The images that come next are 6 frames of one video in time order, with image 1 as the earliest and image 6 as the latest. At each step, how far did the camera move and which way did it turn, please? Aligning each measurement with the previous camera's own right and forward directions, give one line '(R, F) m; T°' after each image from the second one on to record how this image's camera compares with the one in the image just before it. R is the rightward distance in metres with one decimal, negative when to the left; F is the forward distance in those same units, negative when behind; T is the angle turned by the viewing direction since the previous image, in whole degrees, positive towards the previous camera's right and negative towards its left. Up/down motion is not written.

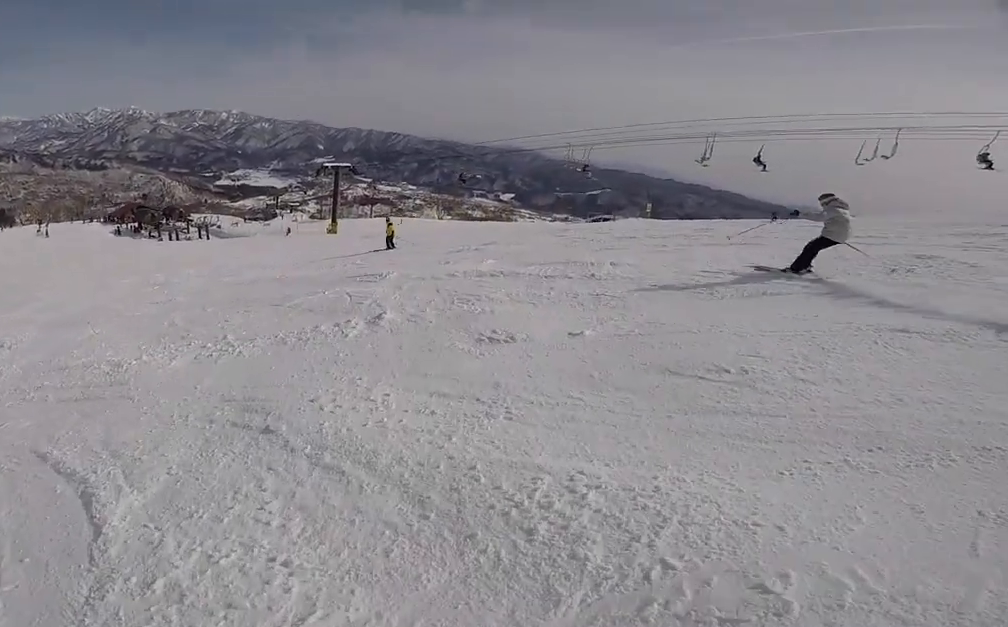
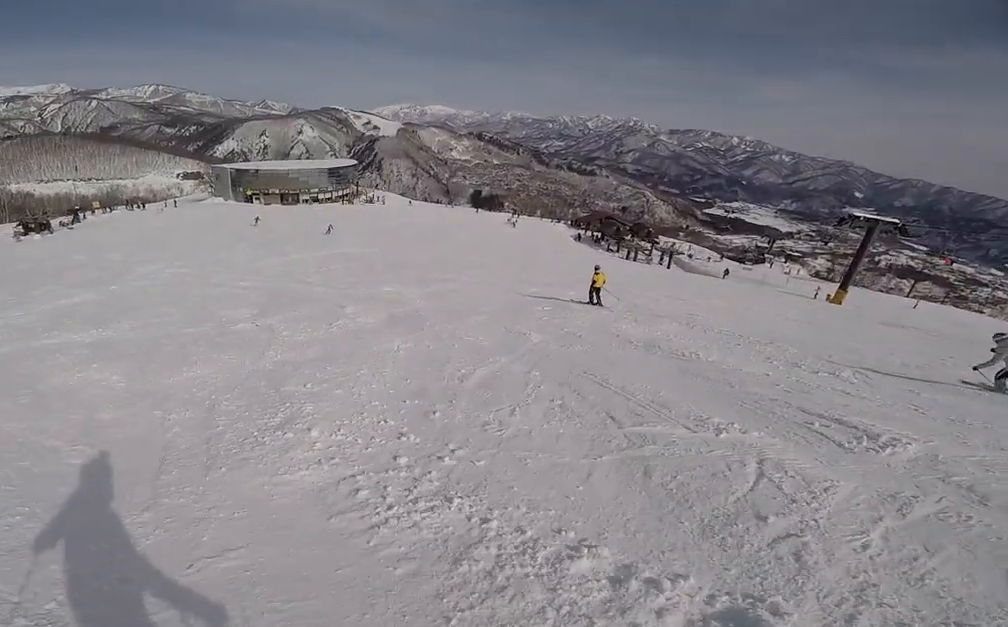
(-1.3, +4.3) m; -41°
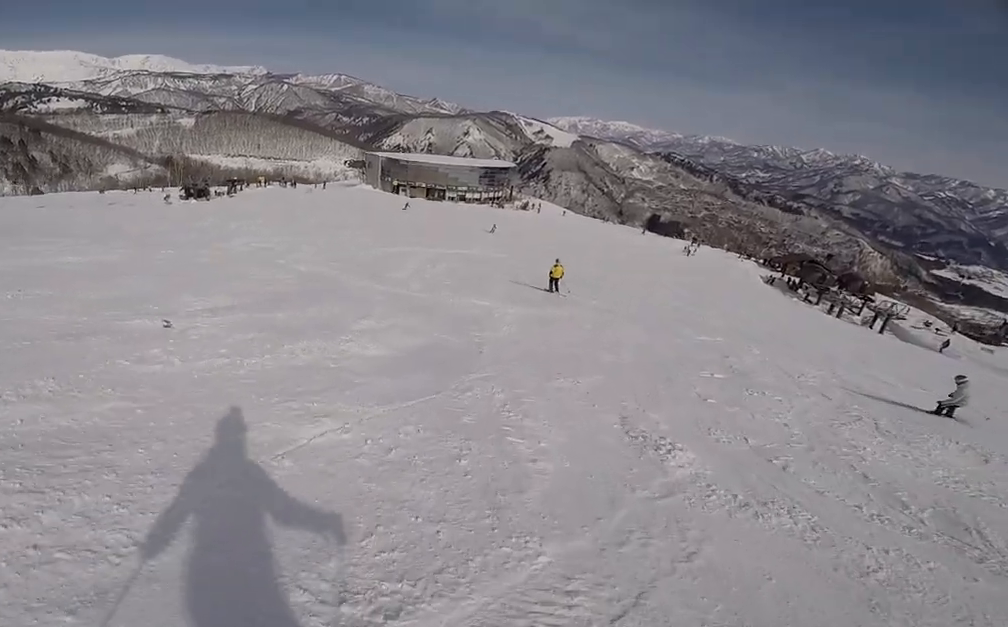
(-1.7, +5.5) m; -19°
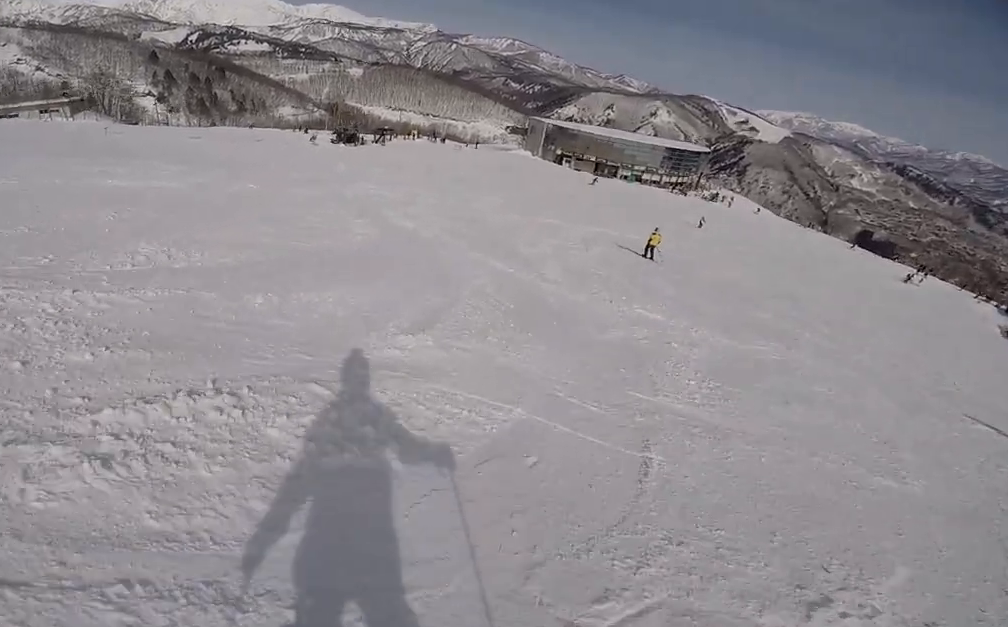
(+0.4, +3.7) m; -8°
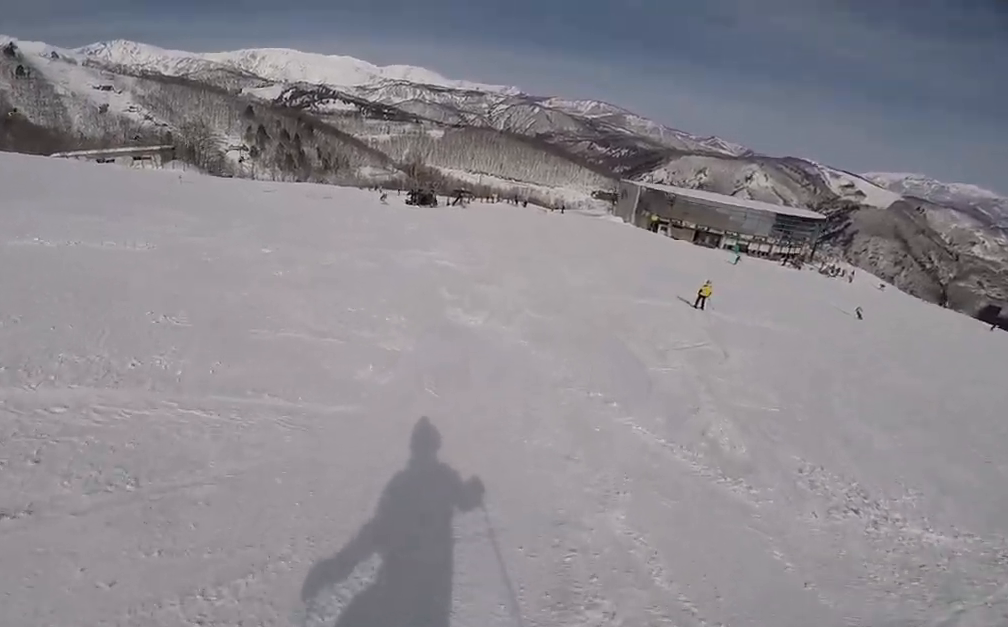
(-1.0, +4.8) m; -9°
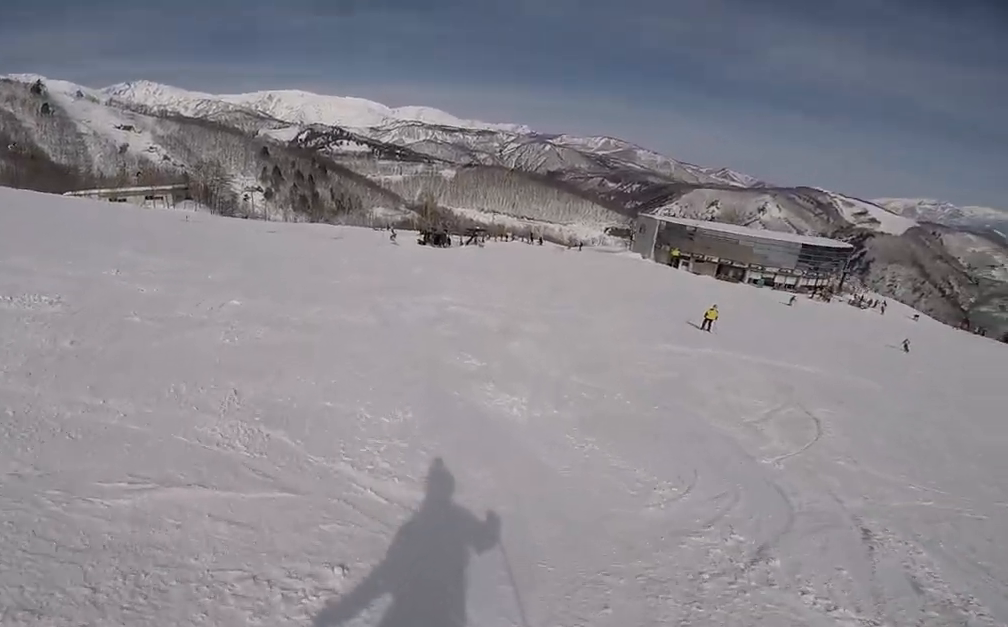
(-0.2, +2.9) m; -1°
